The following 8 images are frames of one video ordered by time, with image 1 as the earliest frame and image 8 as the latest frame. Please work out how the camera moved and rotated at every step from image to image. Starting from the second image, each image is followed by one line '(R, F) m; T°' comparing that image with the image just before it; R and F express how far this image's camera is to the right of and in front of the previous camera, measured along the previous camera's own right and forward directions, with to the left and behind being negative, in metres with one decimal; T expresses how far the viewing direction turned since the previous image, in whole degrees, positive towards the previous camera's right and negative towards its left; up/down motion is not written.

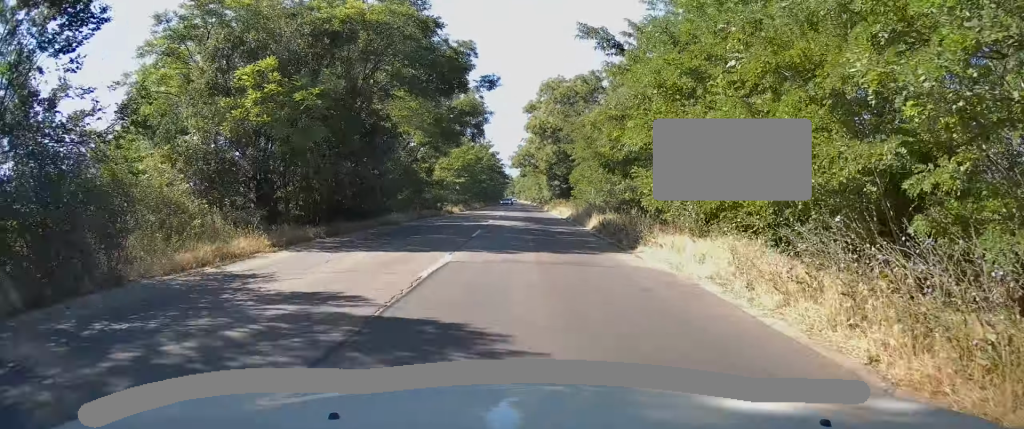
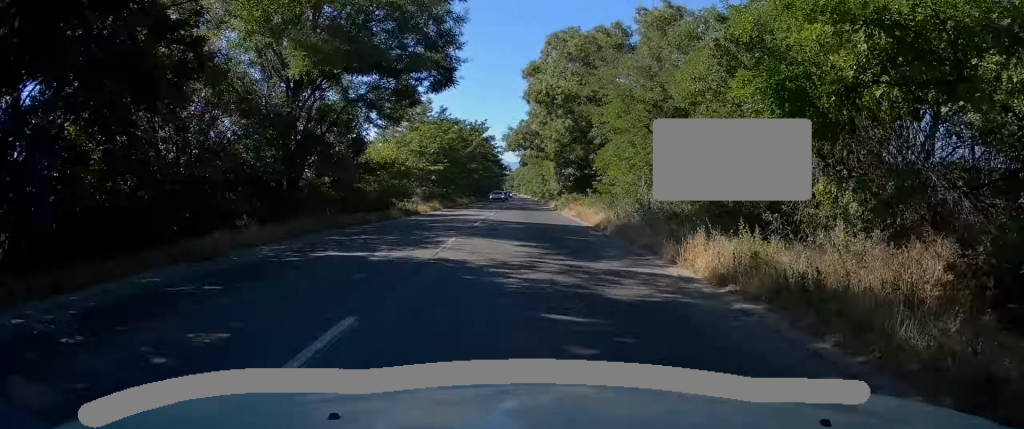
(+0.1, +15.6) m; 0°
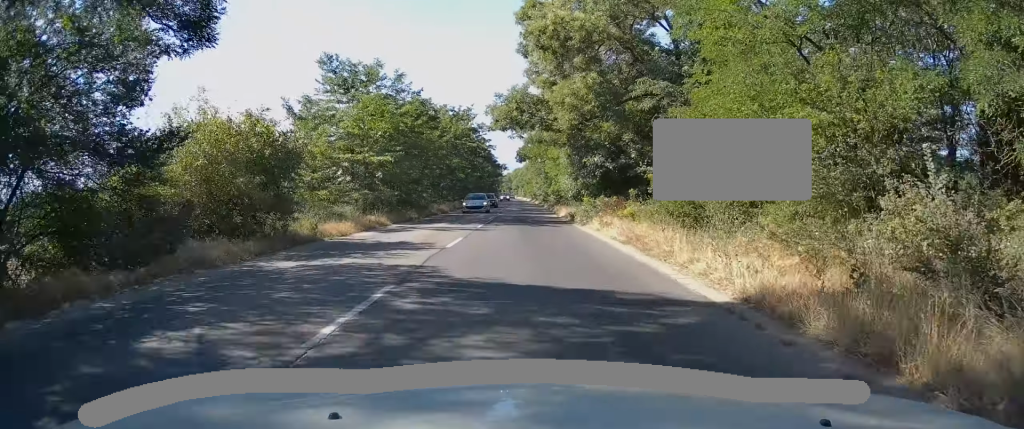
(+0.1, +15.7) m; -1°
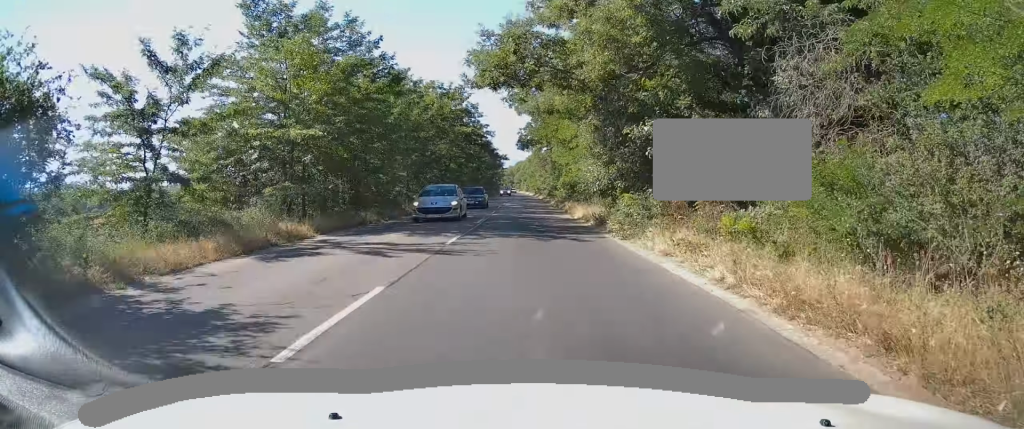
(-0.1, +9.6) m; 0°
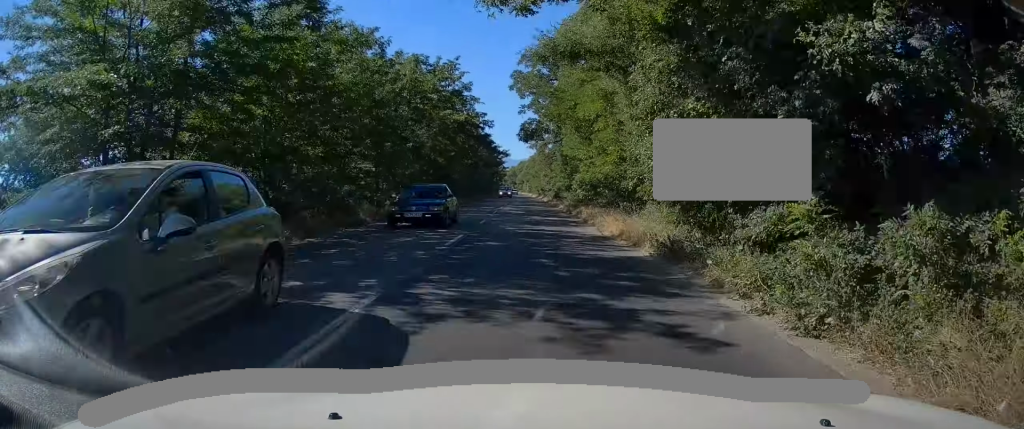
(-0.1, +9.7) m; 0°
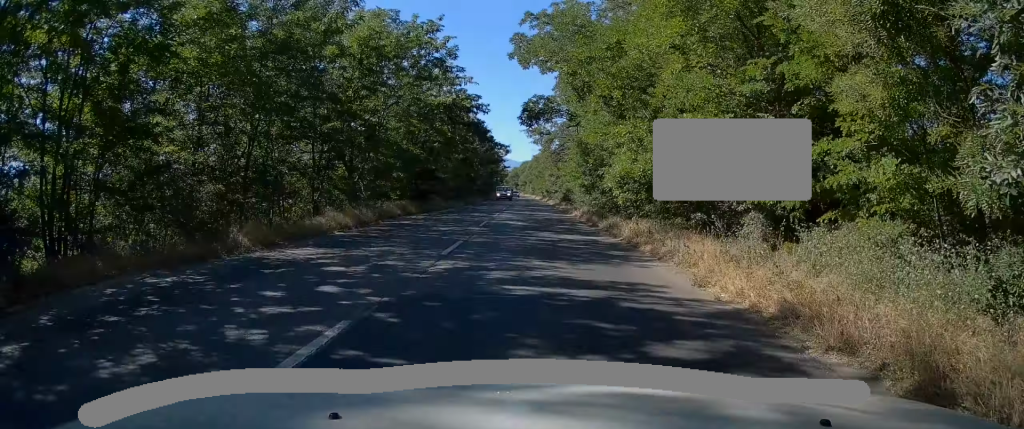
(0.0, +10.3) m; 0°
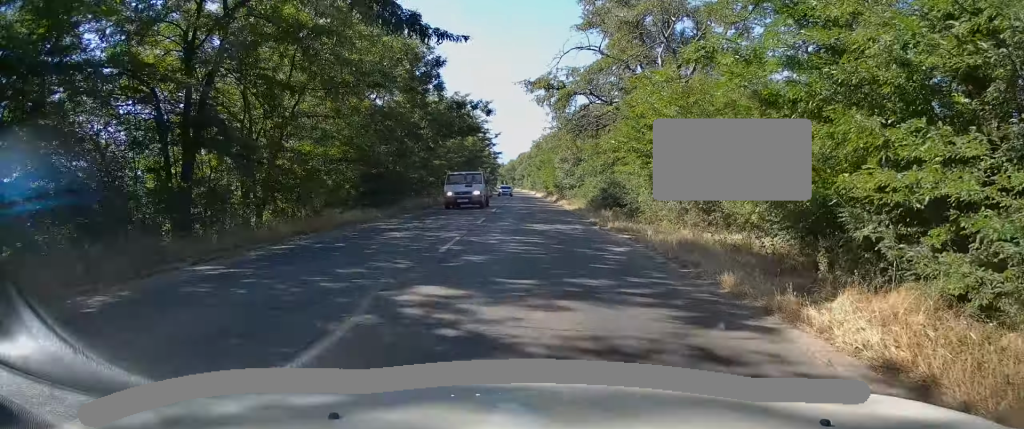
(+0.1, +28.6) m; +1°
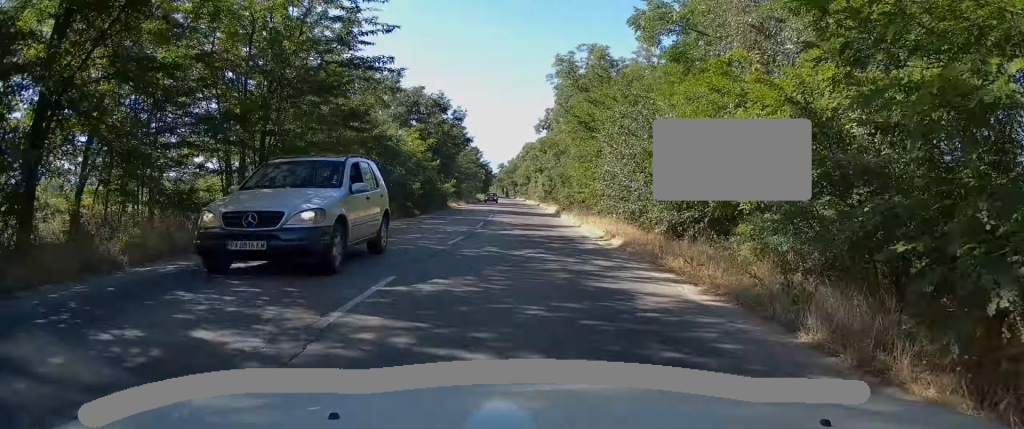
(-0.3, +69.3) m; -1°
